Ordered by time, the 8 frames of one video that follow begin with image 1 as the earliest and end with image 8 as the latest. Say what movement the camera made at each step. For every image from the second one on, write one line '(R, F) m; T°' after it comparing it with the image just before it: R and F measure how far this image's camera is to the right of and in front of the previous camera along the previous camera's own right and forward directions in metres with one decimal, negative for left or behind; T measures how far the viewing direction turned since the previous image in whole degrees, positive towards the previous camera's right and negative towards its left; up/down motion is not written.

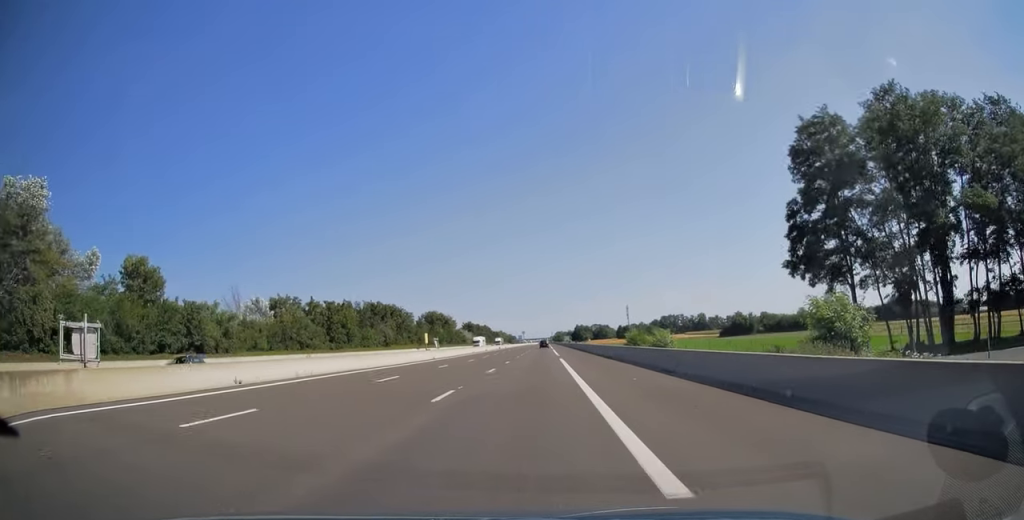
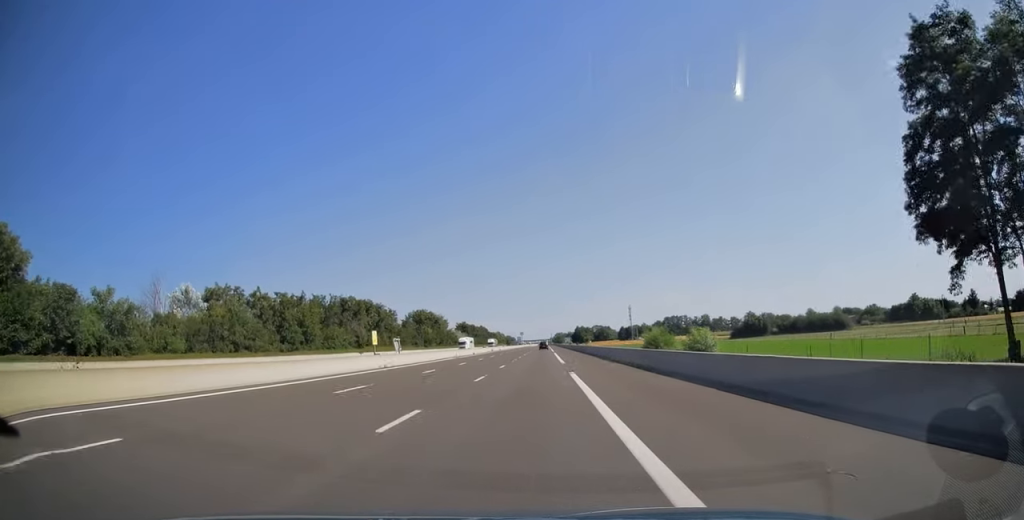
(0.0, +17.4) m; 0°
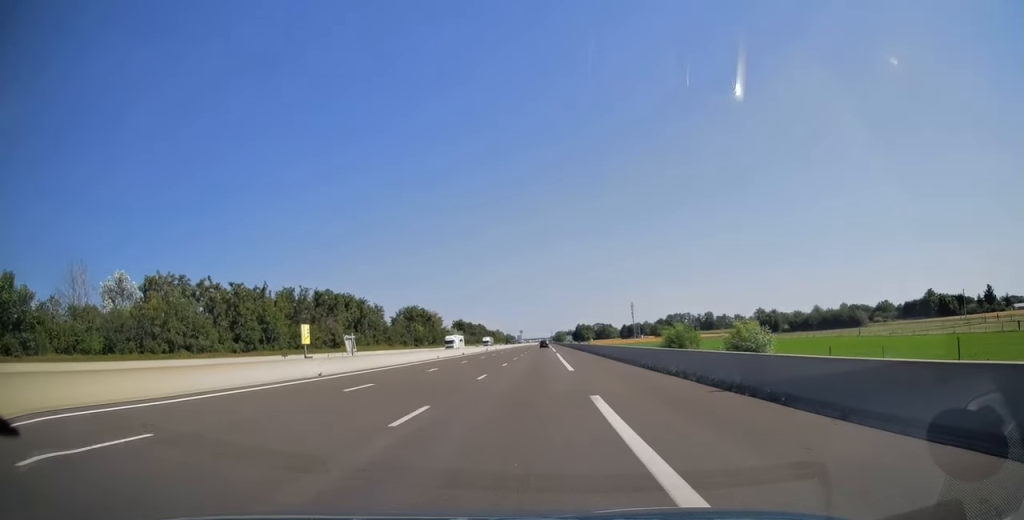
(0.0, +12.0) m; 0°
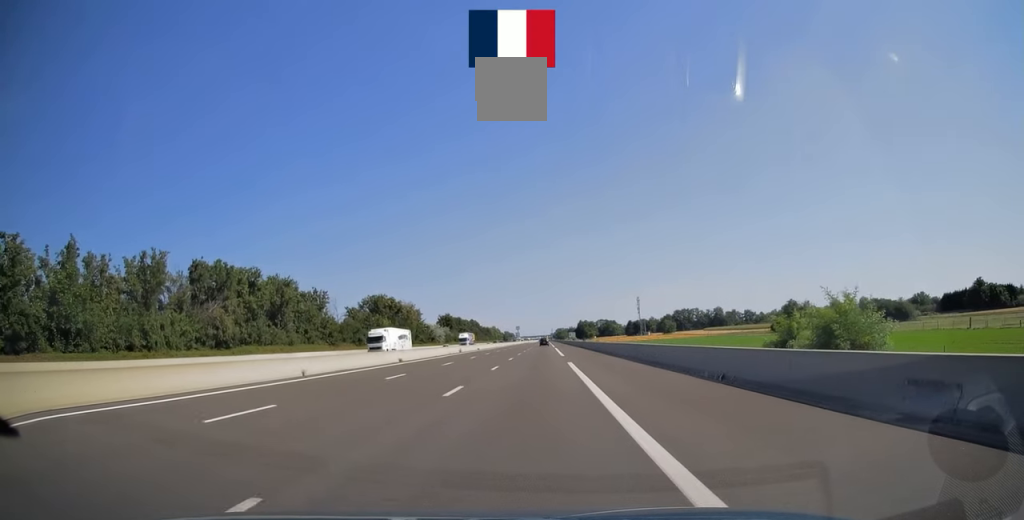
(0.0, +33.9) m; 0°
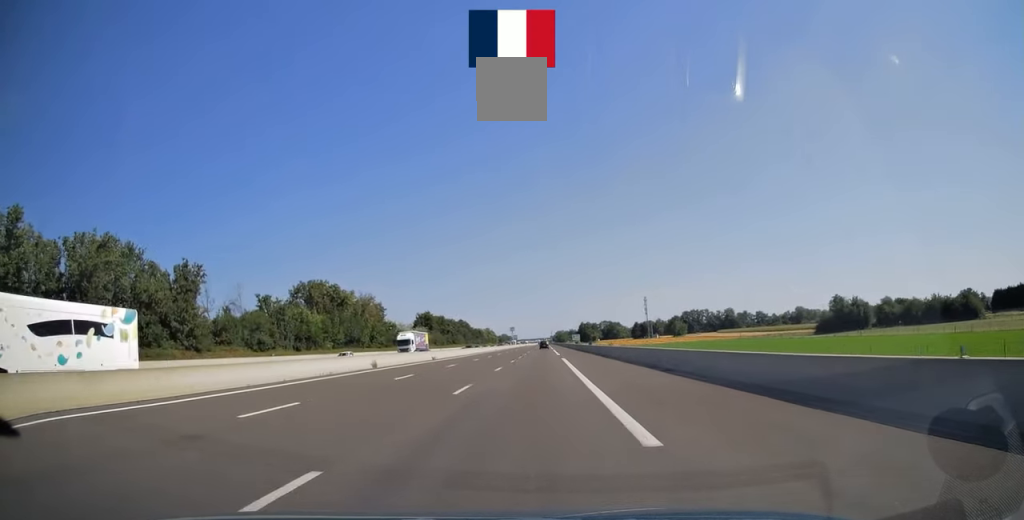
(+0.1, +37.1) m; 0°
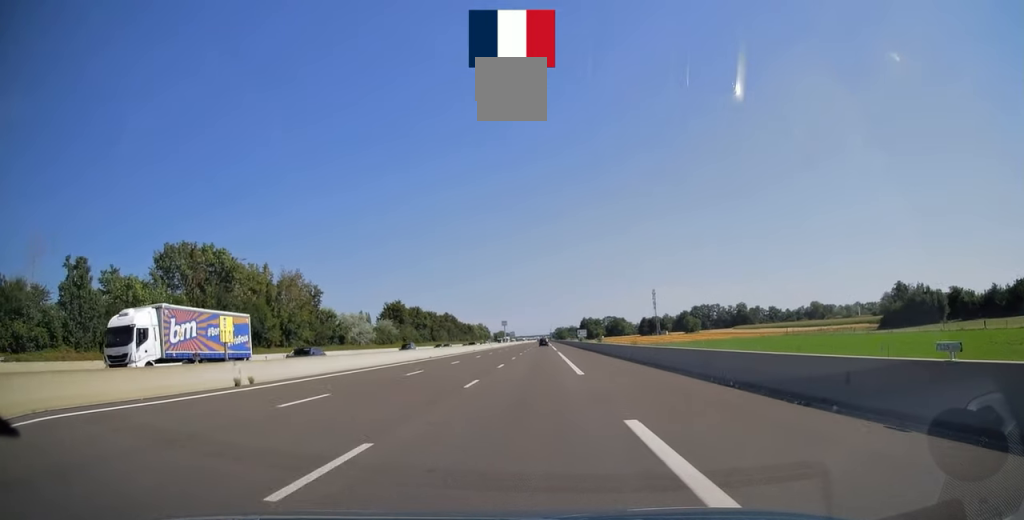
(0.0, +36.9) m; 0°
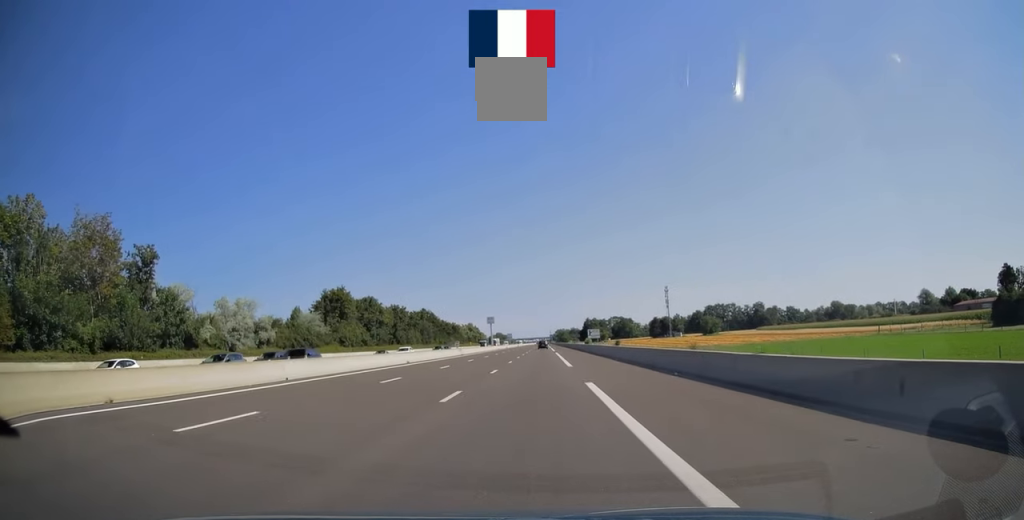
(-0.1, +42.7) m; 0°
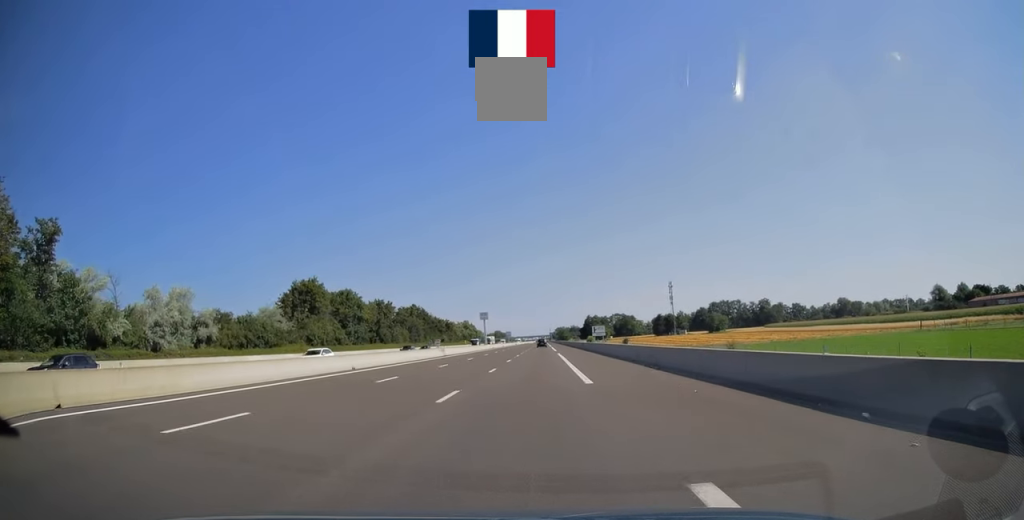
(+0.1, +13.3) m; 0°
